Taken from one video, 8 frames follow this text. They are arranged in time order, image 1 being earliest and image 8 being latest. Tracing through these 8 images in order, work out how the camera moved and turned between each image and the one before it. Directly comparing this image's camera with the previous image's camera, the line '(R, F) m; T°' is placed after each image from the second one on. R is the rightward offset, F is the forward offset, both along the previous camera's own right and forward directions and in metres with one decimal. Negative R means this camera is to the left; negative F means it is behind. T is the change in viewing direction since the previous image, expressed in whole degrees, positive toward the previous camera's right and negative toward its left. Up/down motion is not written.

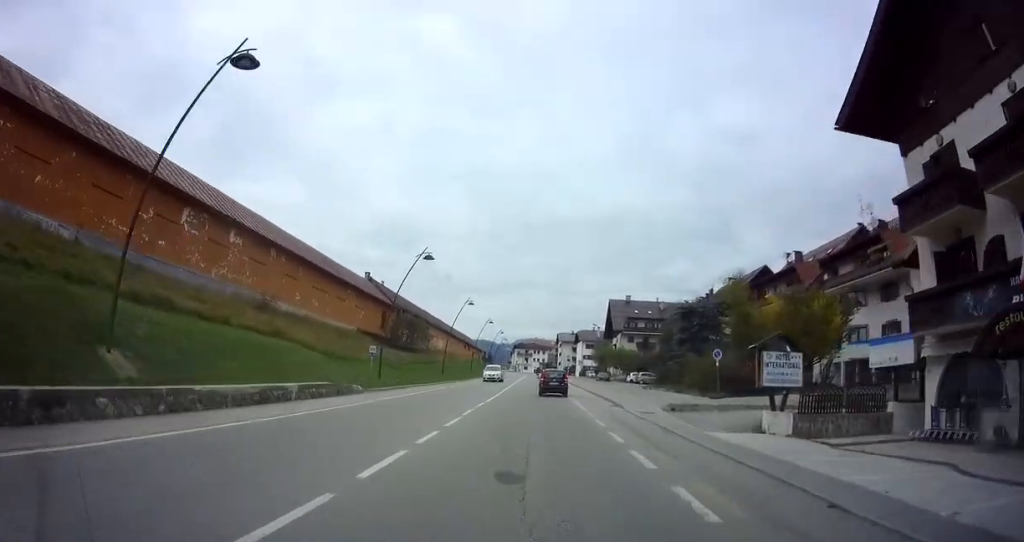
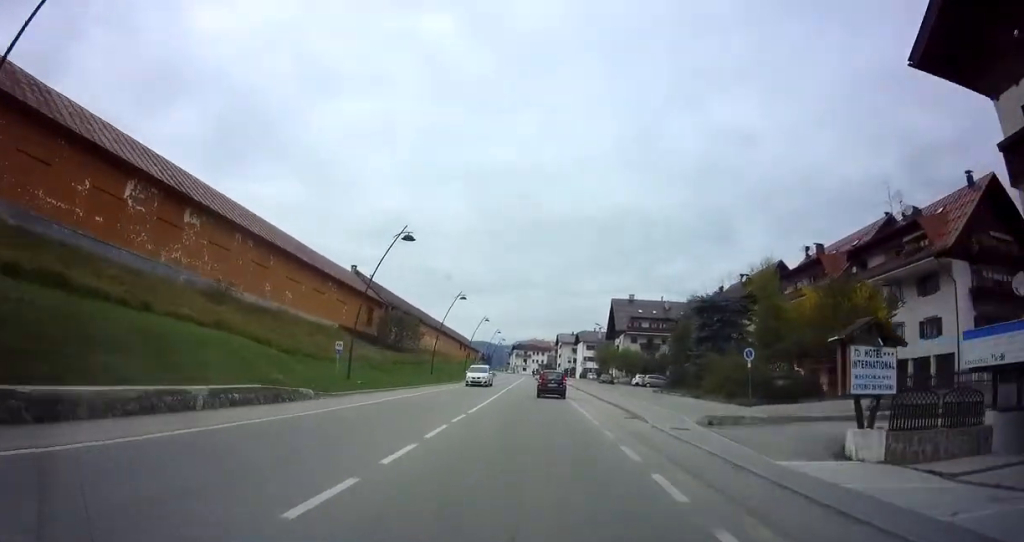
(-0.2, +5.3) m; +2°
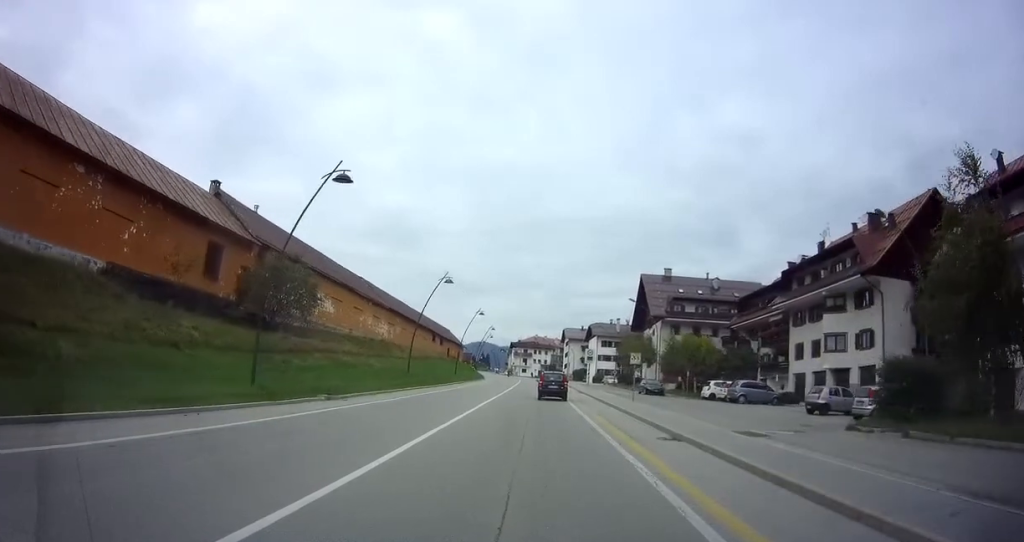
(+0.1, +31.7) m; -2°
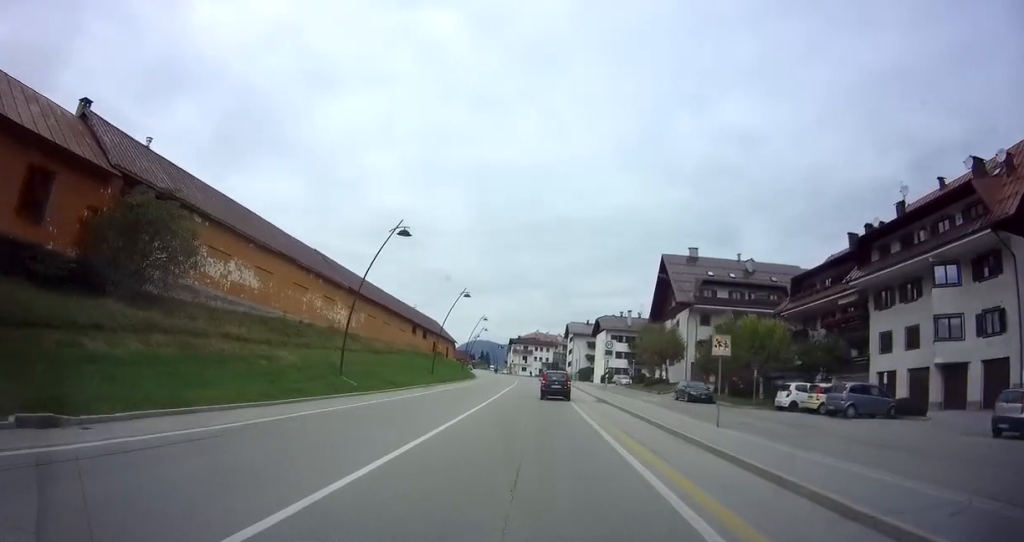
(+0.1, +13.9) m; 0°
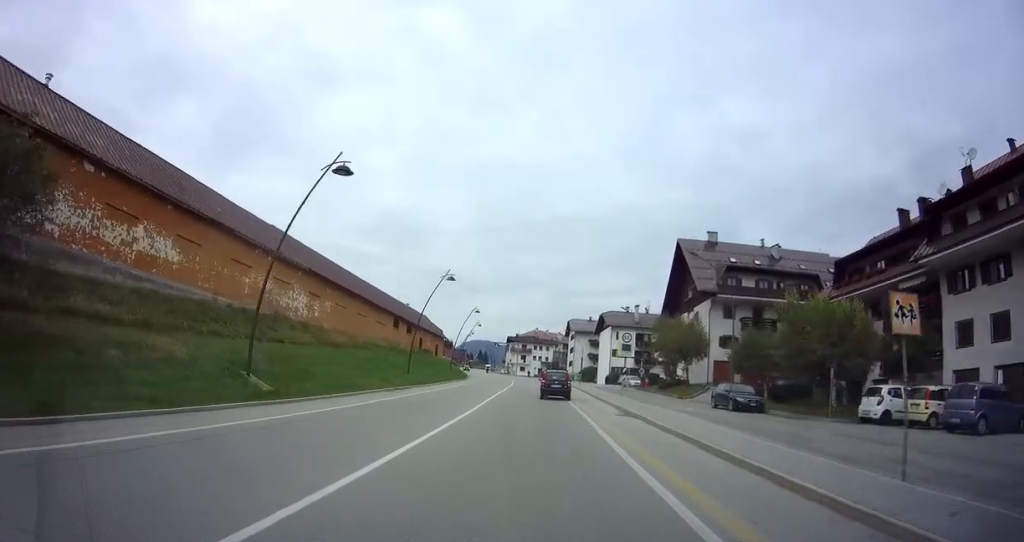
(-0.2, +8.6) m; 0°
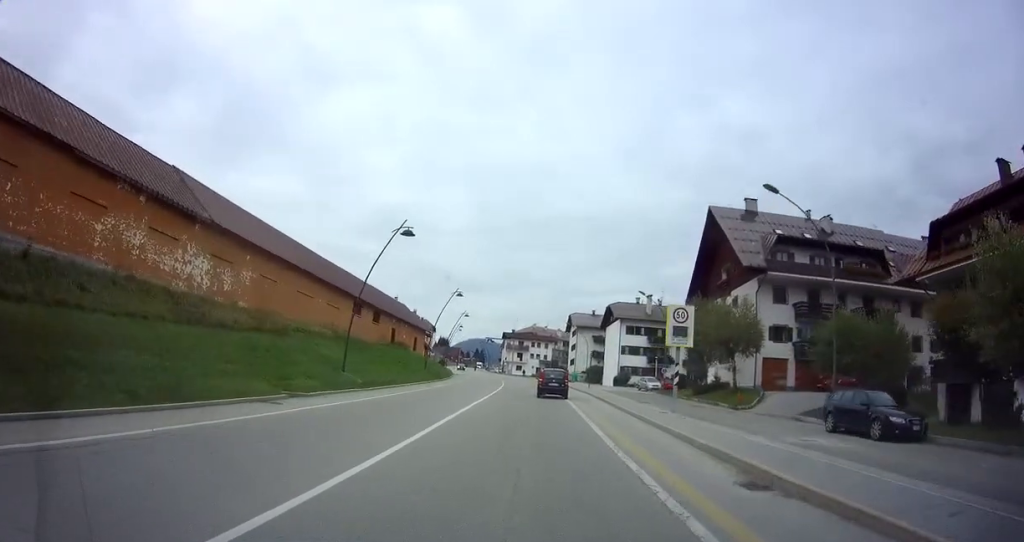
(+0.3, +13.2) m; 0°
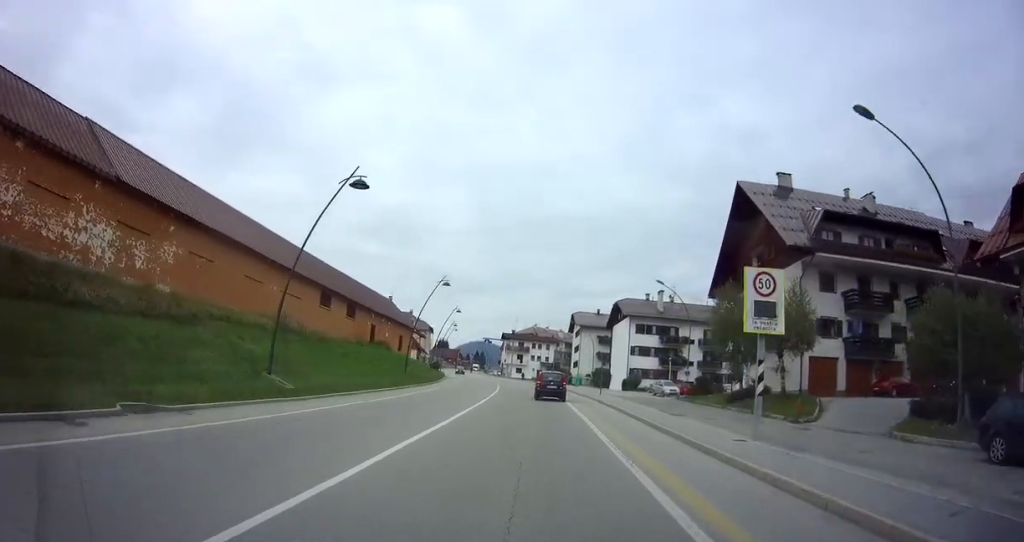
(-0.2, +7.6) m; -1°
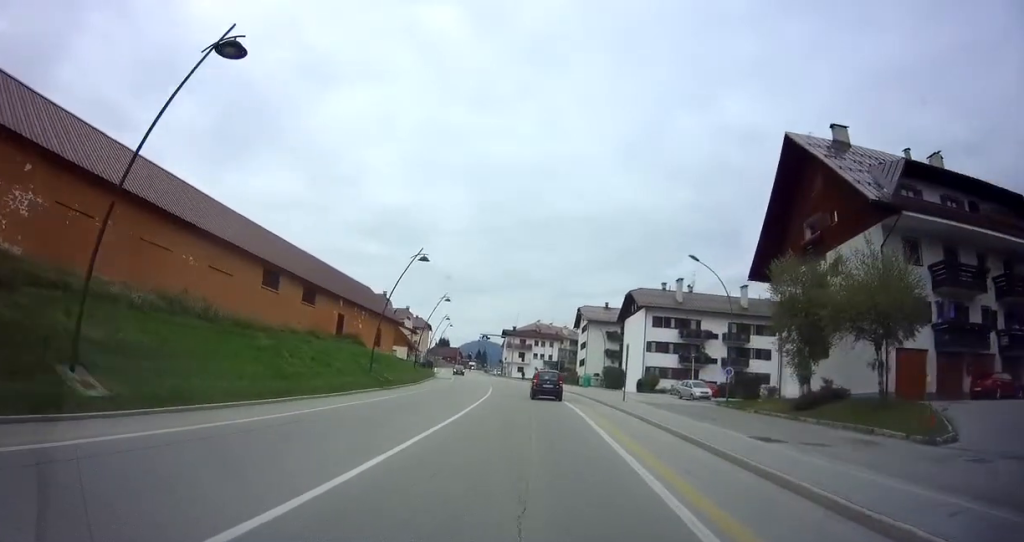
(-0.1, +9.2) m; 0°
